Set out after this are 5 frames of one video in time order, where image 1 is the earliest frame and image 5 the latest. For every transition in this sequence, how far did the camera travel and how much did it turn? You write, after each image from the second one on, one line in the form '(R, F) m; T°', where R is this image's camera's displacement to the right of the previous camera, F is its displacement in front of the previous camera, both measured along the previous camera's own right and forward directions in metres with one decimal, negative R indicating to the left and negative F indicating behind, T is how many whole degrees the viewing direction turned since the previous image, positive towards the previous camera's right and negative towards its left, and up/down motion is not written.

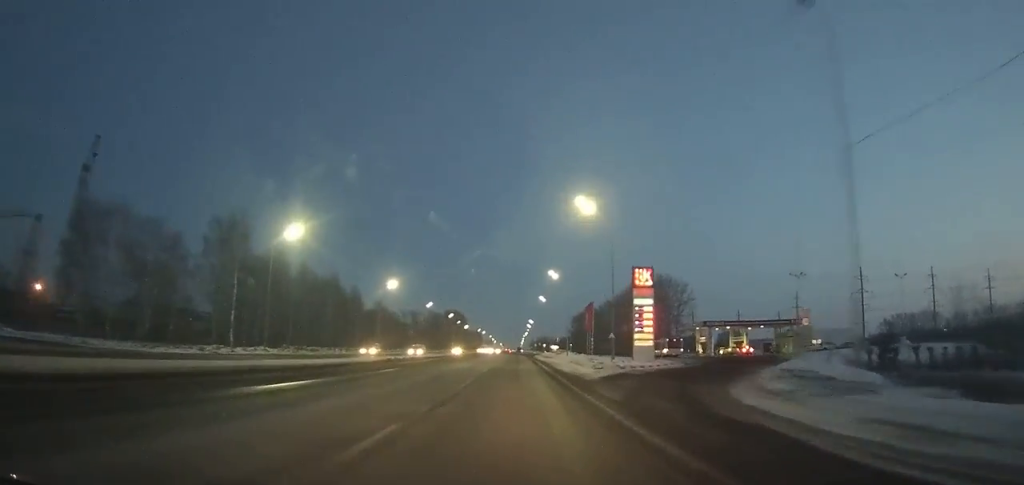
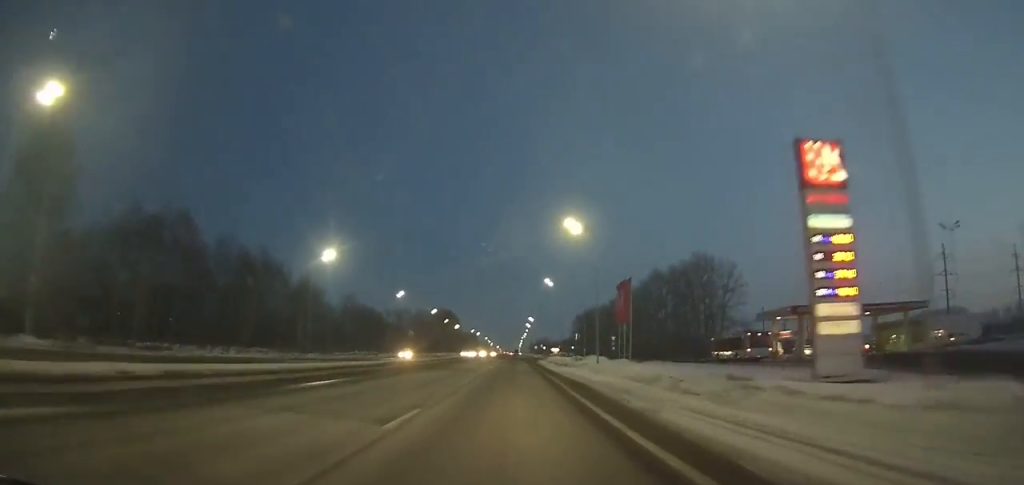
(0.0, +33.6) m; 0°
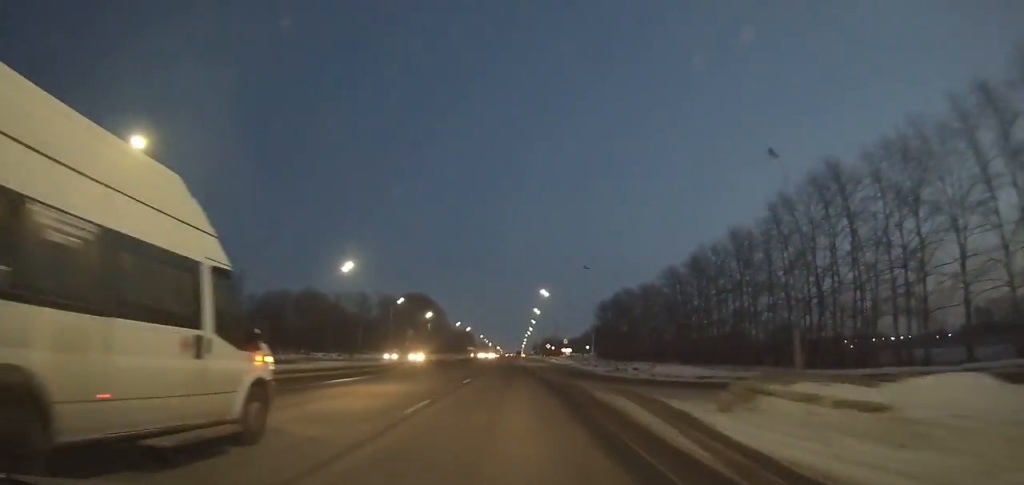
(-0.4, +82.0) m; 0°
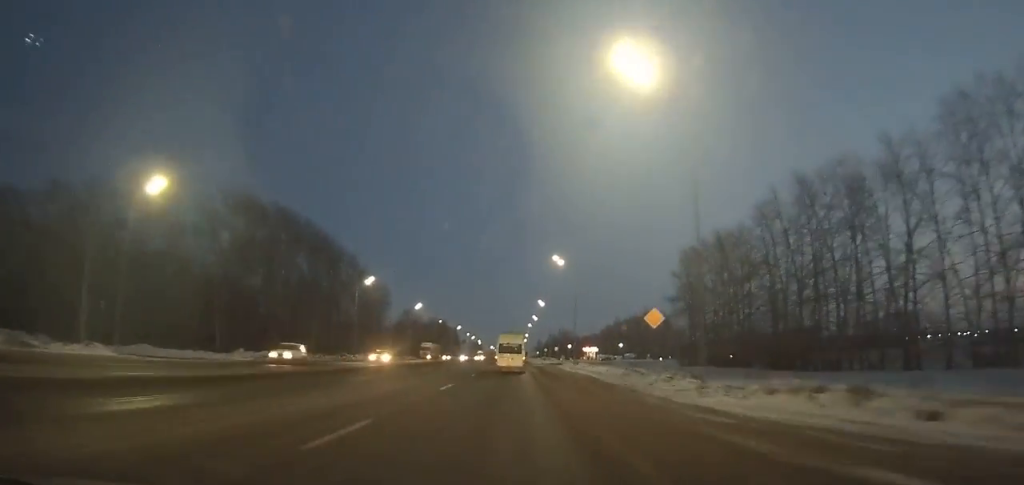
(+0.8, +124.0) m; 0°
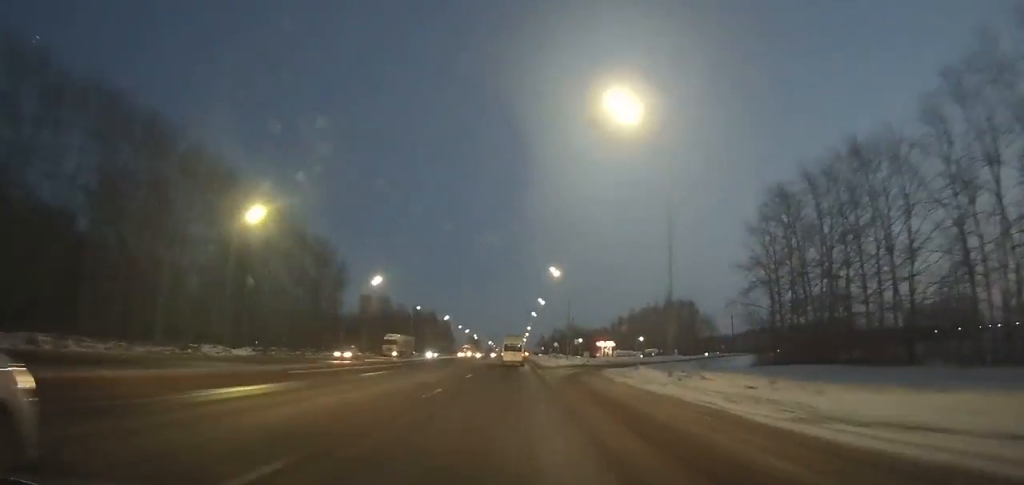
(-0.4, +39.2) m; 0°
